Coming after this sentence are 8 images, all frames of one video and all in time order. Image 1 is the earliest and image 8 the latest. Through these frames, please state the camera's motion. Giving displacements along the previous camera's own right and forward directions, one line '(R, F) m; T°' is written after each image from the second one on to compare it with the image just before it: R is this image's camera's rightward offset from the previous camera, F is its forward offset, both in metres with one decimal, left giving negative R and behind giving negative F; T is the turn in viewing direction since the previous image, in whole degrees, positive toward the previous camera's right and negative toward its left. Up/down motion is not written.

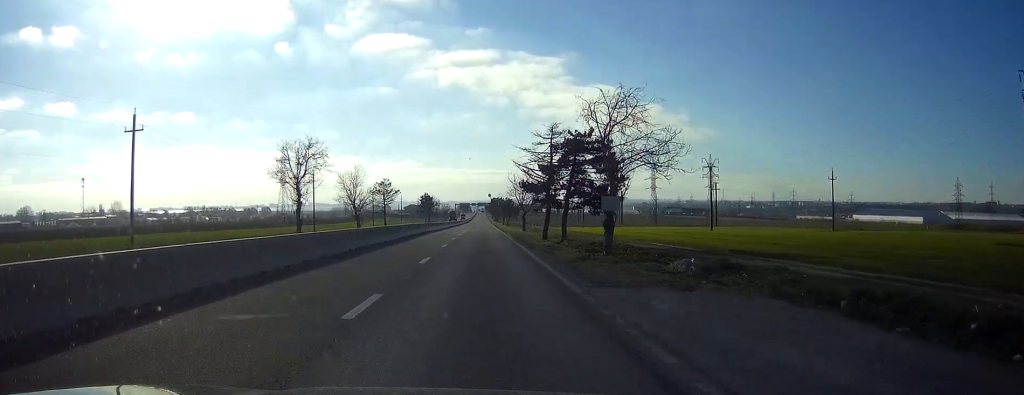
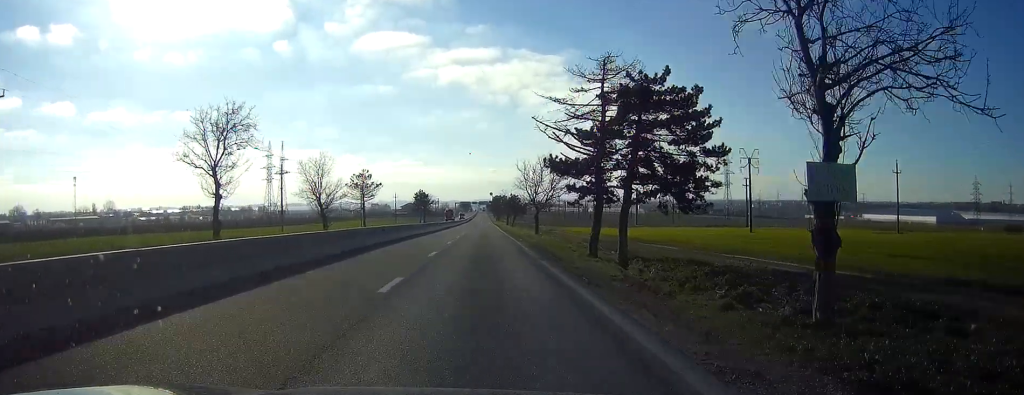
(0.0, +20.1) m; 0°
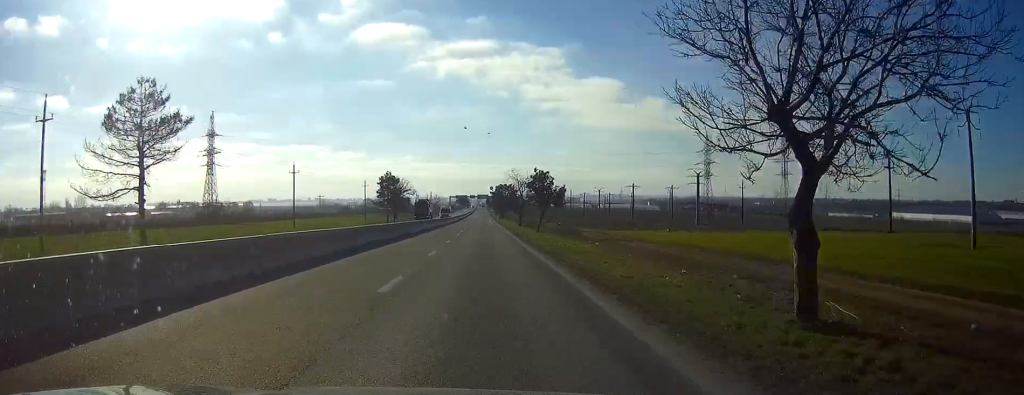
(-0.2, +59.5) m; 0°
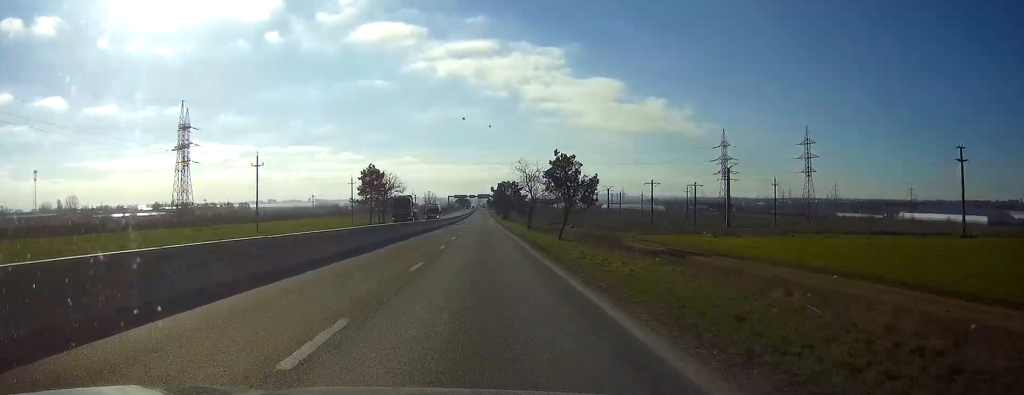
(0.0, +18.2) m; 0°
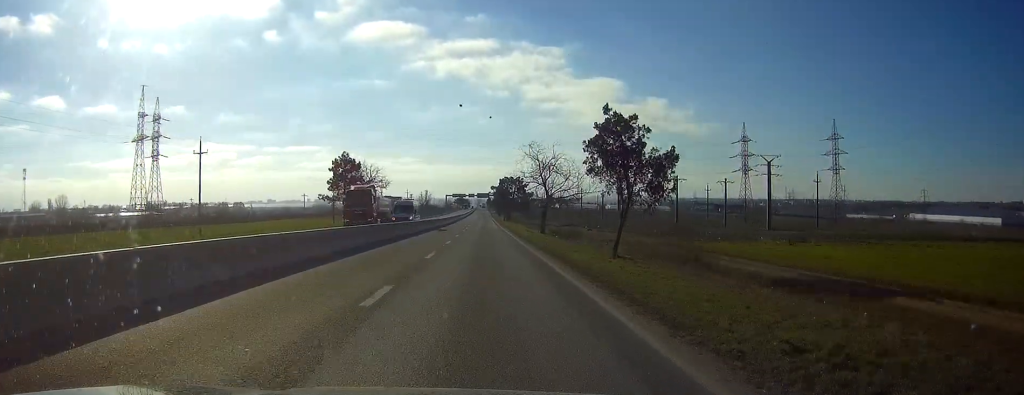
(+0.1, +19.3) m; 0°
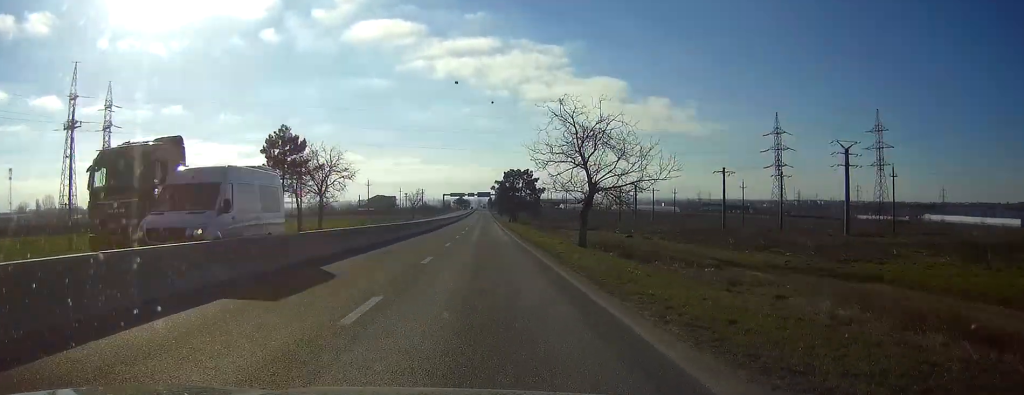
(0.0, +25.3) m; 0°
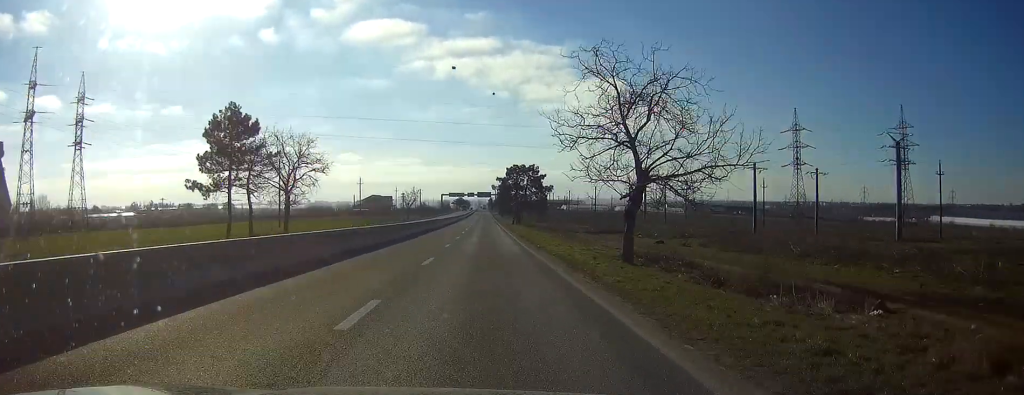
(0.0, +12.2) m; 0°
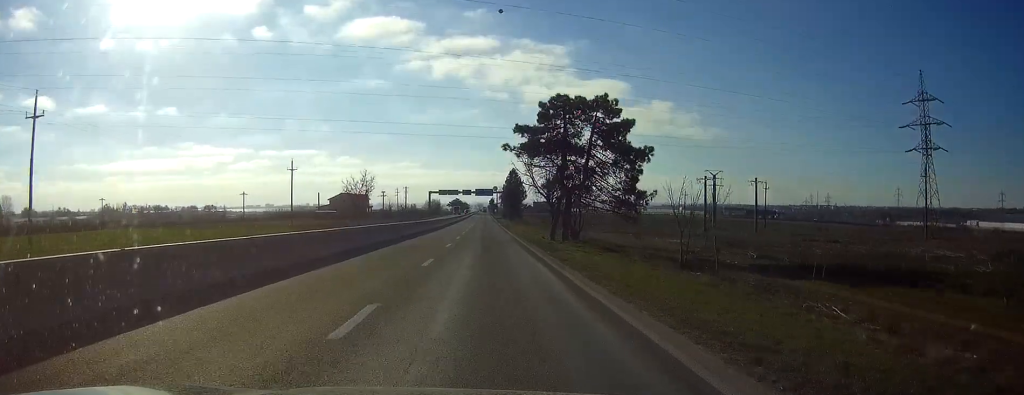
(+0.1, +59.8) m; 0°
